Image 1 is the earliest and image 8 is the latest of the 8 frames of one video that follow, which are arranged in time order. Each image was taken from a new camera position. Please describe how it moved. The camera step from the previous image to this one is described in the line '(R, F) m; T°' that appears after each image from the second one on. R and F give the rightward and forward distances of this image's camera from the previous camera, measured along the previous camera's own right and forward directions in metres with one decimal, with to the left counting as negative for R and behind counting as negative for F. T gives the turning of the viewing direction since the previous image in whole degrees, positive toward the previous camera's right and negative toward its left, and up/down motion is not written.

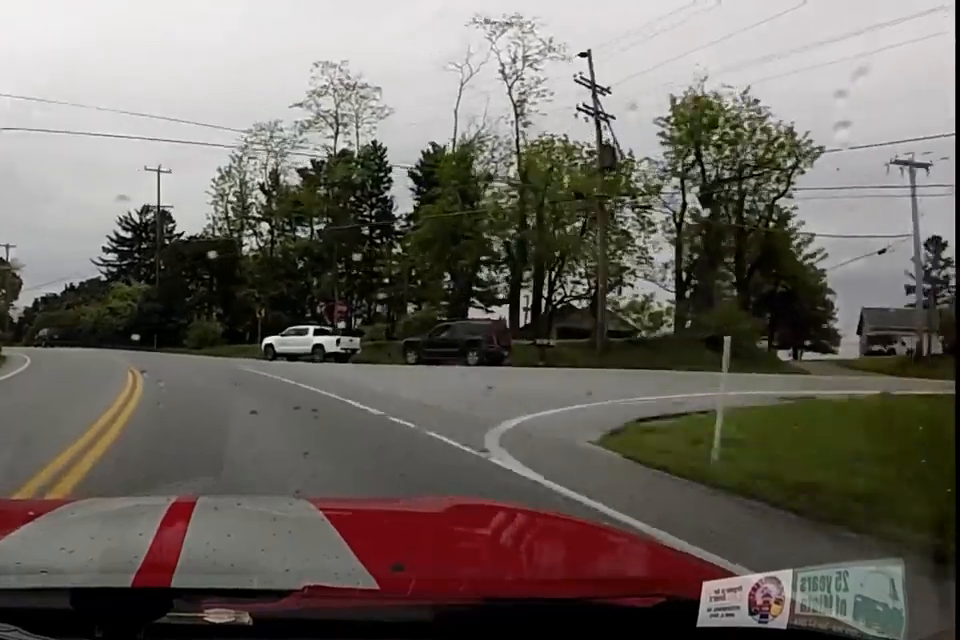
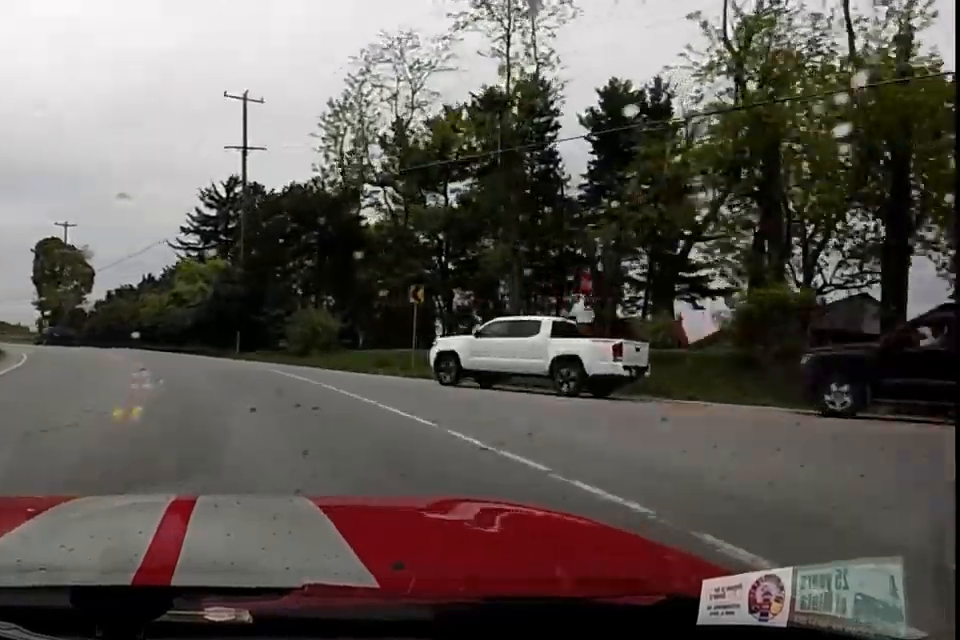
(-0.2, +15.7) m; -8°
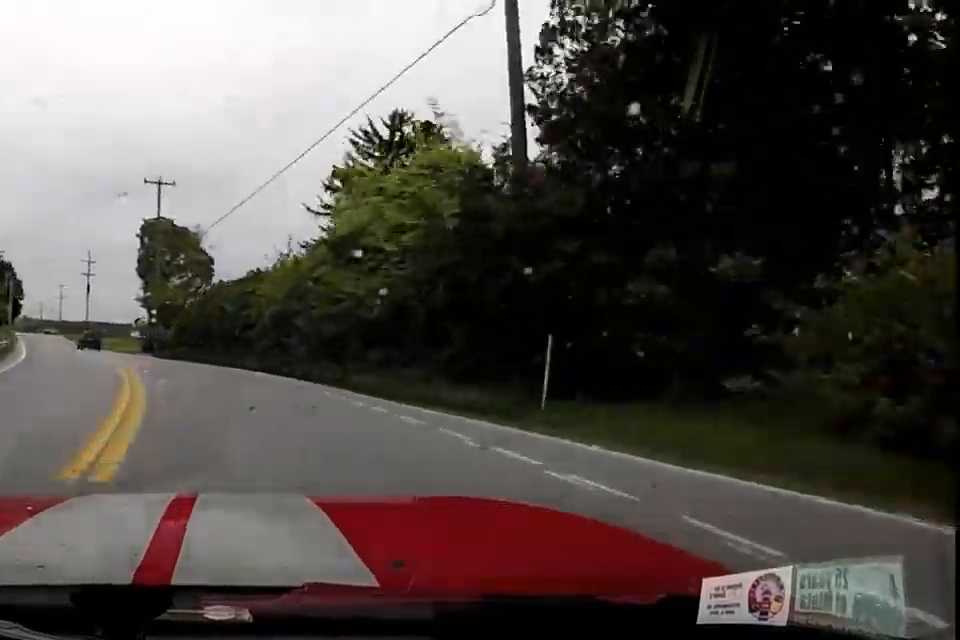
(-3.1, +20.1) m; -14°
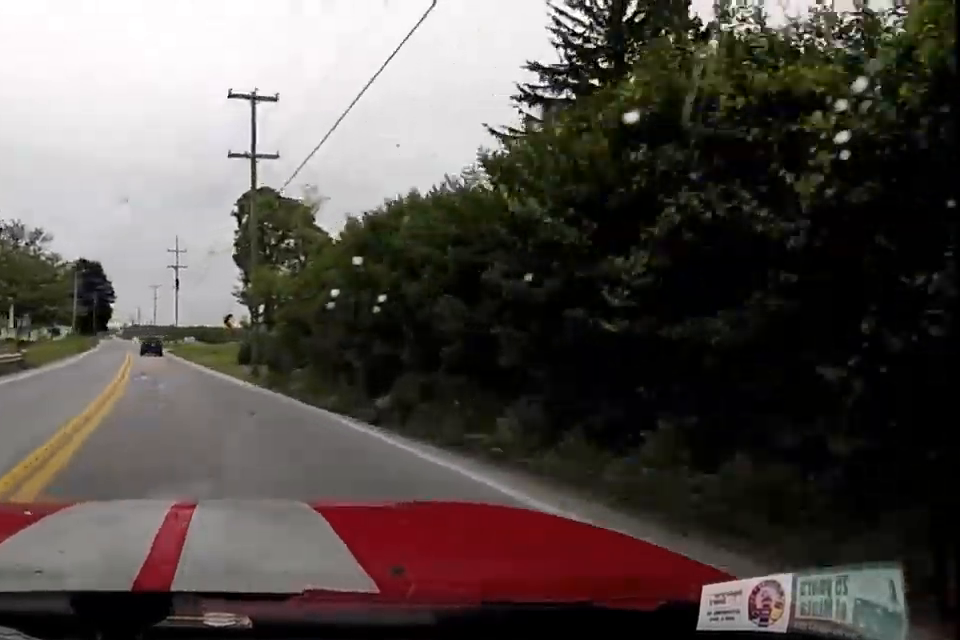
(-1.5, +16.5) m; -5°
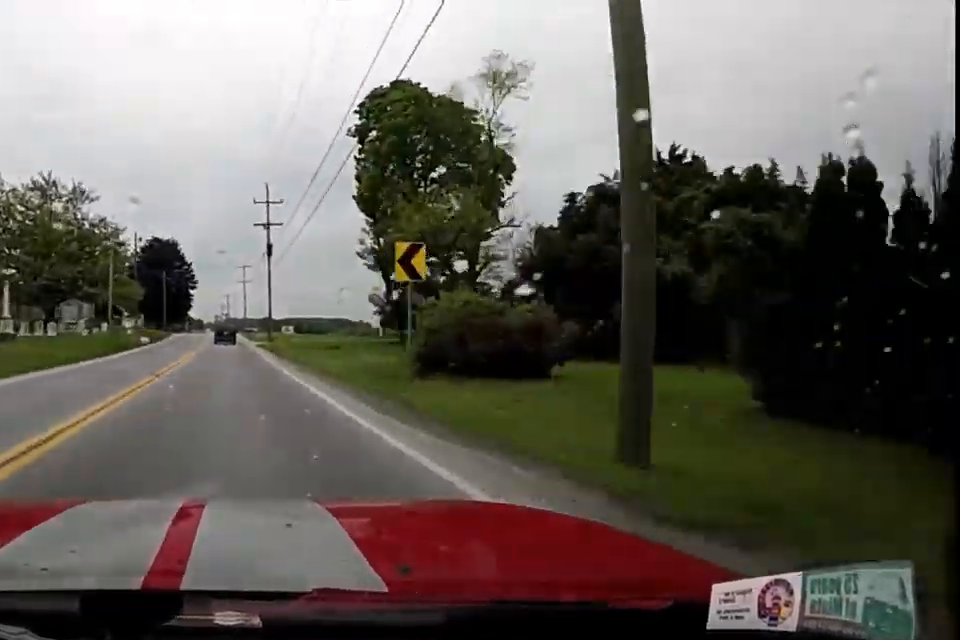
(-0.1, +21.0) m; 0°
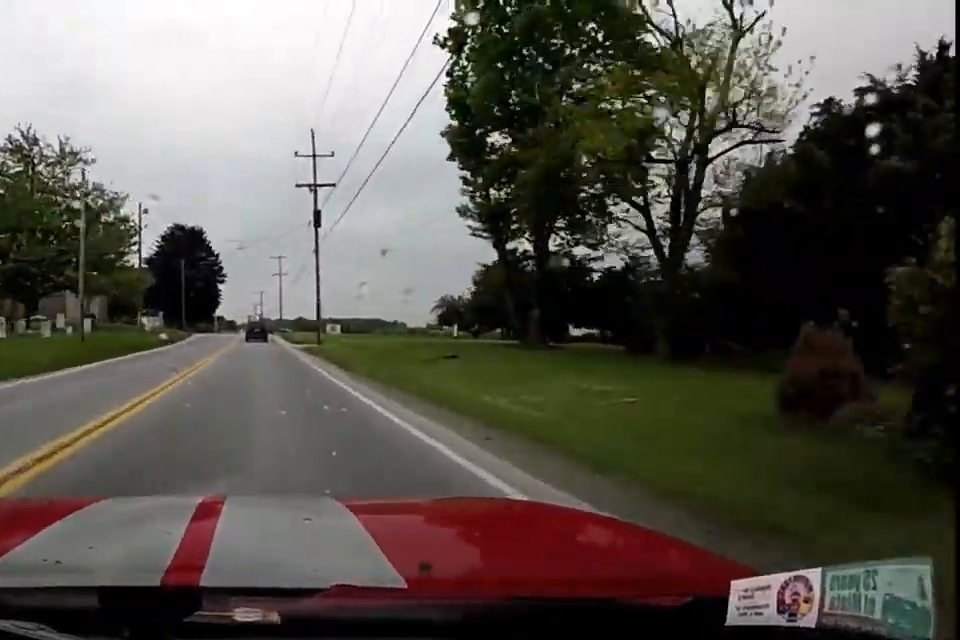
(0.0, +13.3) m; -1°
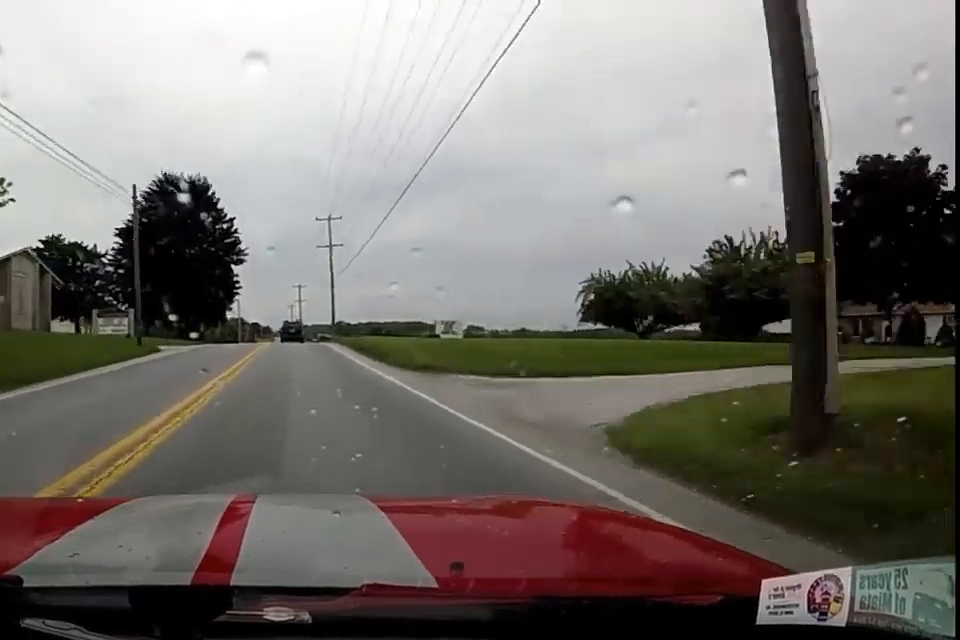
(-1.0, +33.3) m; -3°
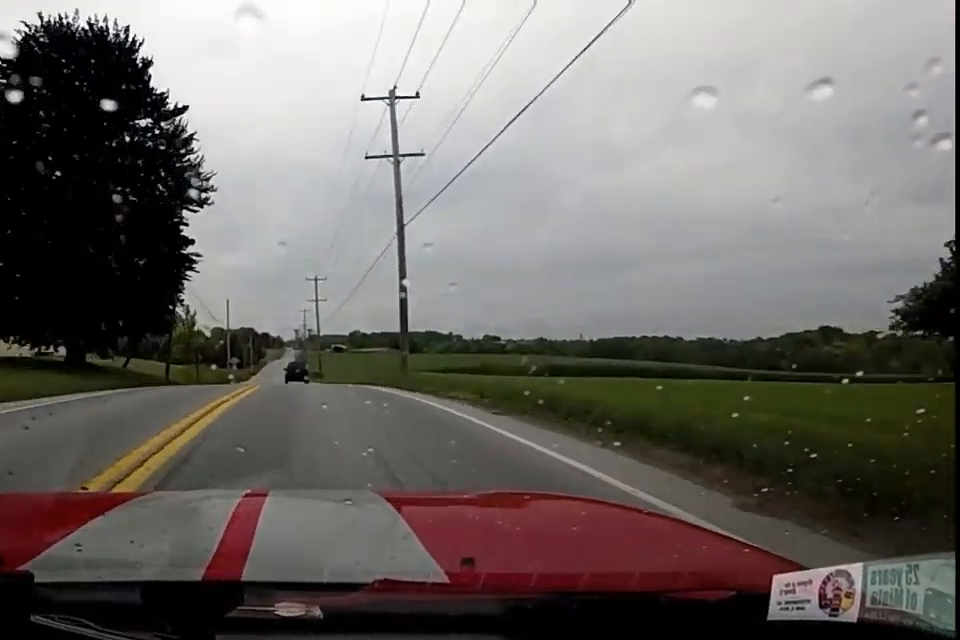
(-0.3, +33.4) m; -1°
